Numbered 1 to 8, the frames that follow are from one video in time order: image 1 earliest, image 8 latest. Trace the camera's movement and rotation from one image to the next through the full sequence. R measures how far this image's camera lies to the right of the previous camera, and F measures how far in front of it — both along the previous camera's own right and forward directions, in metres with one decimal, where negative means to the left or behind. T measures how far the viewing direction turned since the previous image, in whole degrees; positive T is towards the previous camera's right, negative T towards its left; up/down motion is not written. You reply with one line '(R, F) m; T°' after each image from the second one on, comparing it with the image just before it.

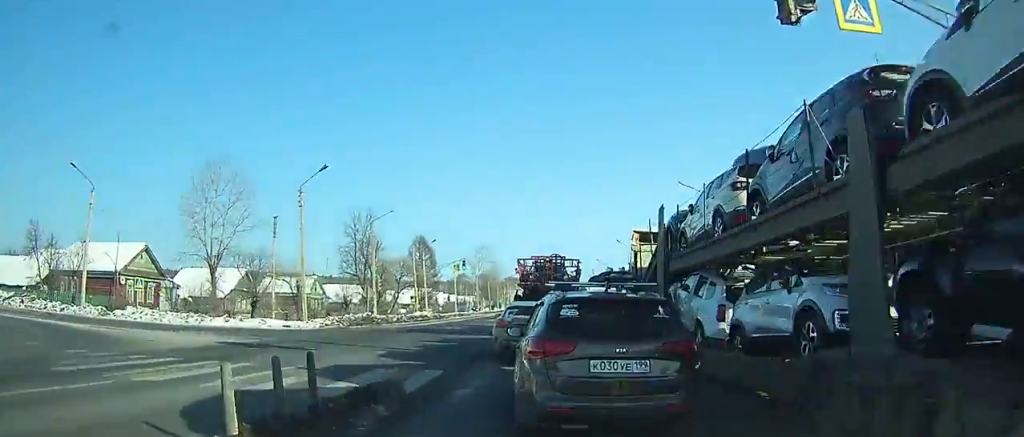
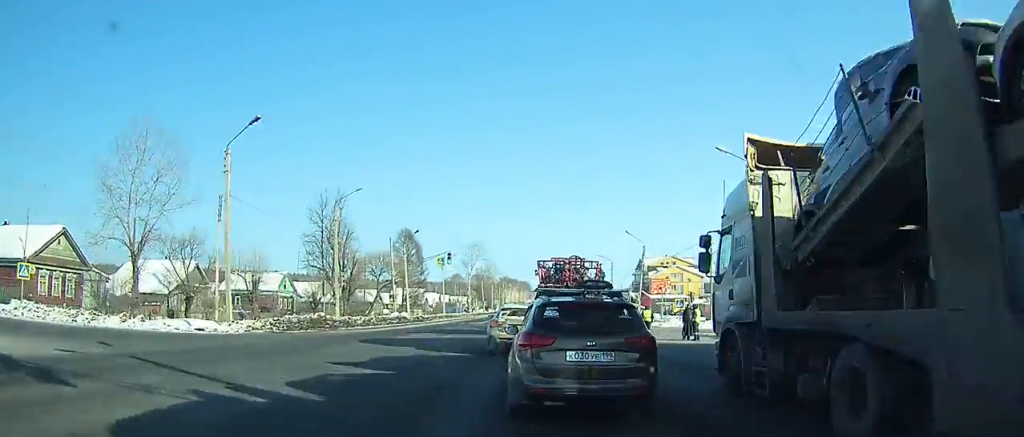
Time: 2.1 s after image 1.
(0.0, +12.0) m; 0°
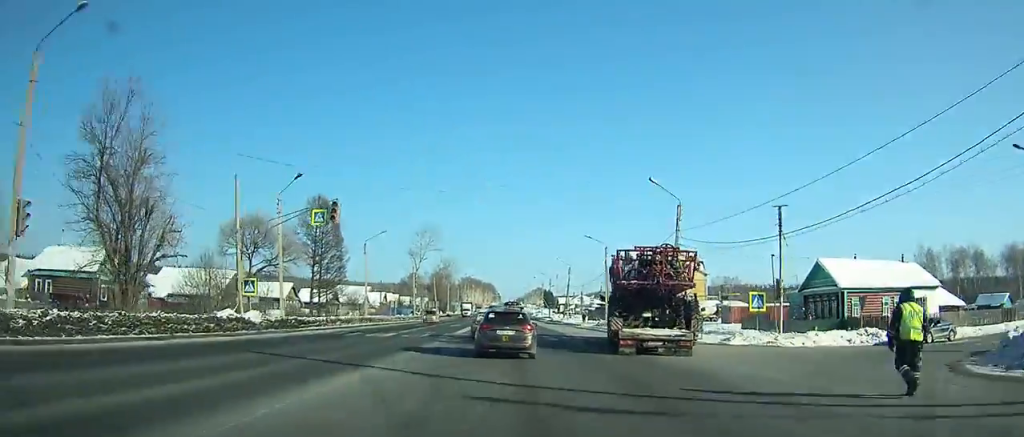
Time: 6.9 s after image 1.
(-0.3, +38.5) m; -2°
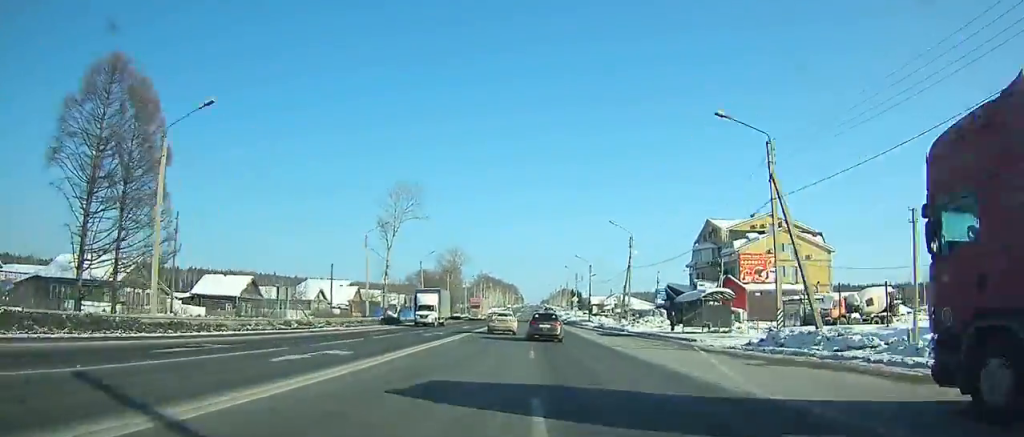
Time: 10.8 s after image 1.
(-0.2, +45.1) m; +1°
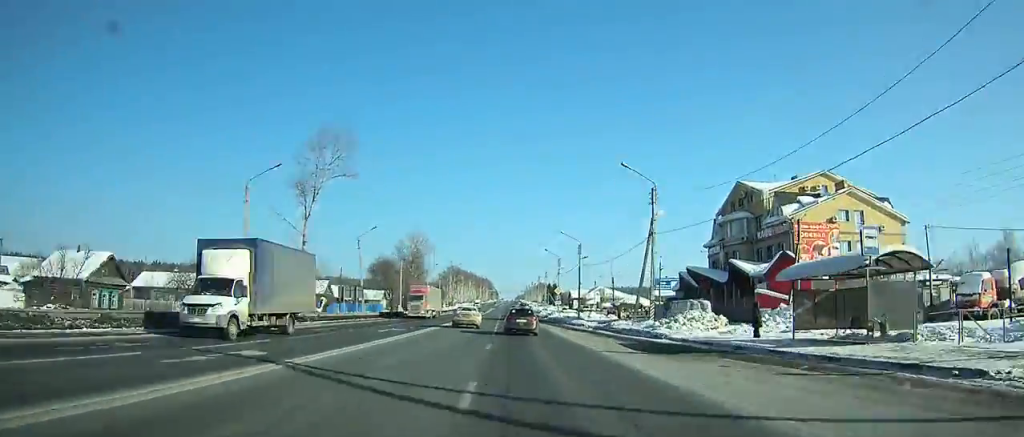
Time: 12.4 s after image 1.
(+0.4, +21.9) m; 0°
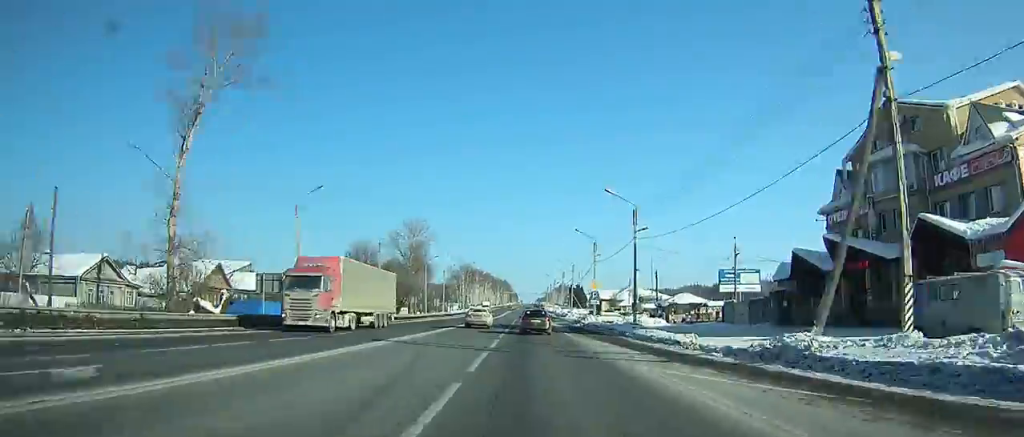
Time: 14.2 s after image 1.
(+0.1, +25.9) m; 0°
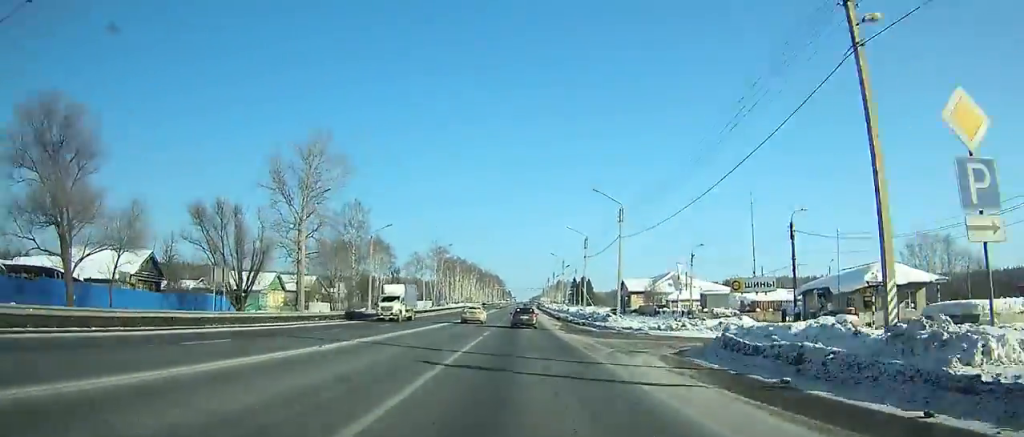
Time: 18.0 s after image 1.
(-0.3, +58.9) m; 0°
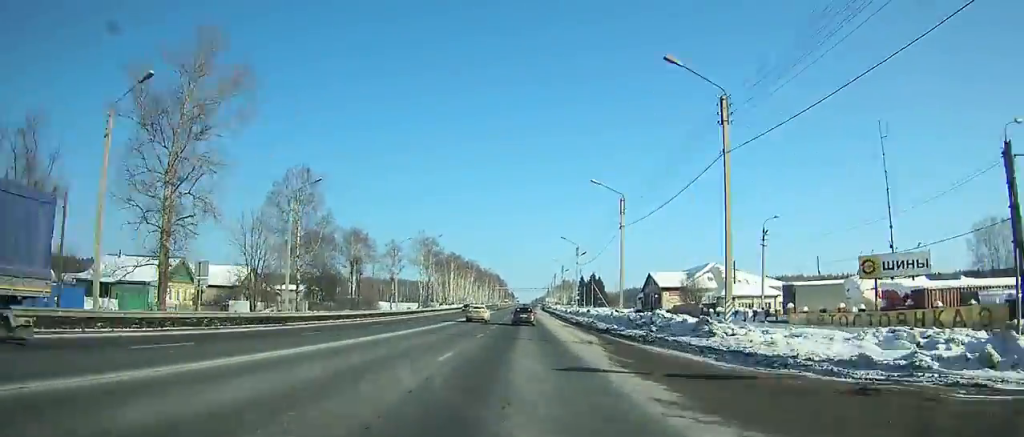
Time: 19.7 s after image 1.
(0.0, +27.4) m; 0°
